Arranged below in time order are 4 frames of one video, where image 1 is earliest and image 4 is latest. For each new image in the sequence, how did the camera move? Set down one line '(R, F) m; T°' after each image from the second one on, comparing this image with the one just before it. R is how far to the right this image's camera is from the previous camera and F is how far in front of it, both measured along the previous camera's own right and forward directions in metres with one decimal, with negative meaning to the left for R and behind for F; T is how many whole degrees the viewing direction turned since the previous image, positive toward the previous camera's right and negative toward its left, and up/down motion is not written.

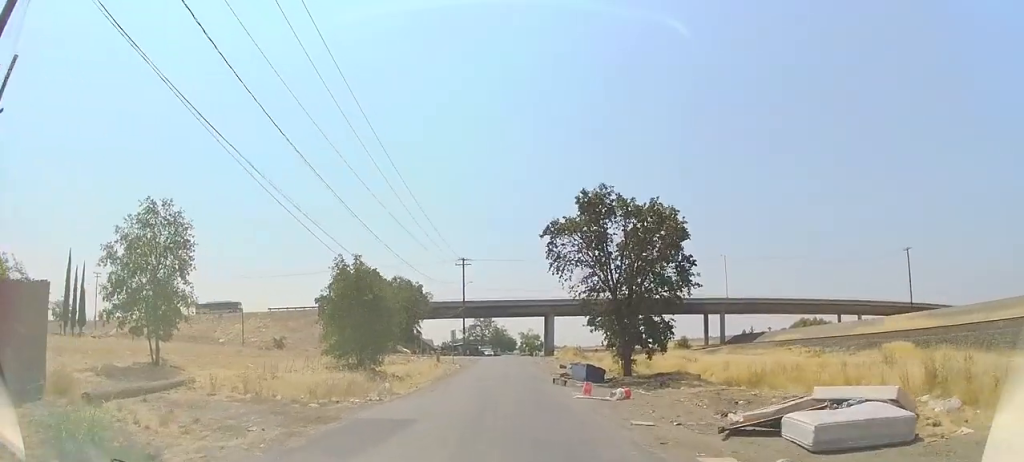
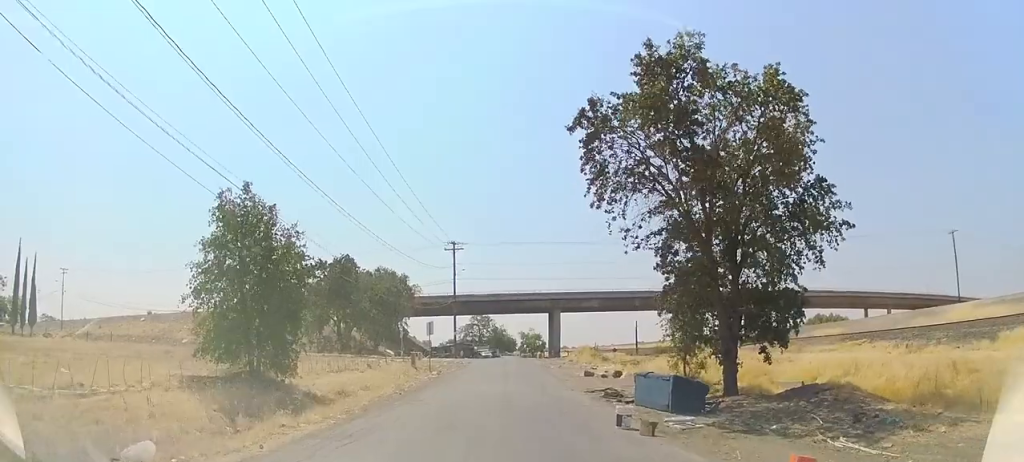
(+0.1, +13.2) m; 0°
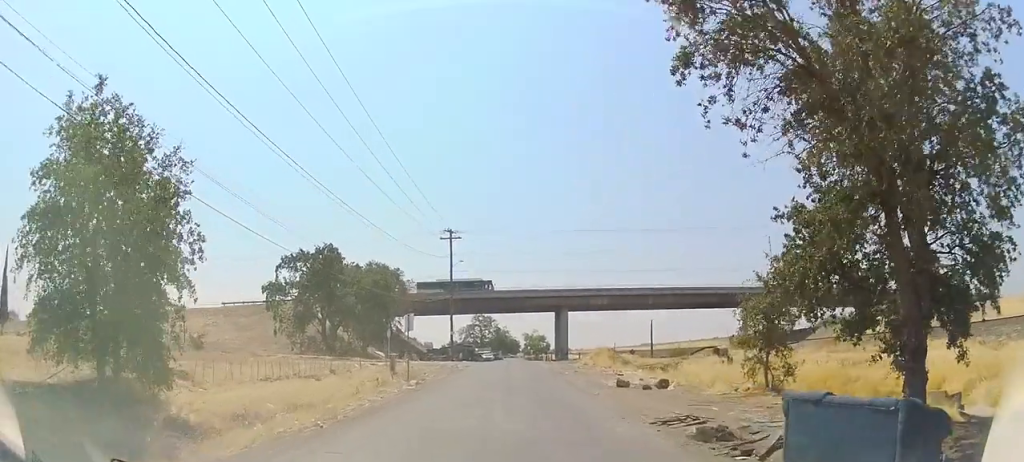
(0.0, +7.8) m; 0°
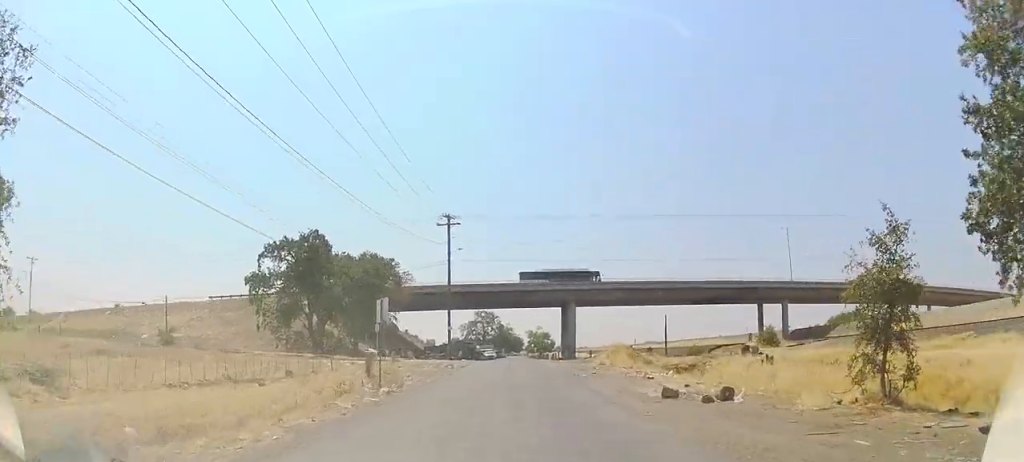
(0.0, +5.8) m; 0°
